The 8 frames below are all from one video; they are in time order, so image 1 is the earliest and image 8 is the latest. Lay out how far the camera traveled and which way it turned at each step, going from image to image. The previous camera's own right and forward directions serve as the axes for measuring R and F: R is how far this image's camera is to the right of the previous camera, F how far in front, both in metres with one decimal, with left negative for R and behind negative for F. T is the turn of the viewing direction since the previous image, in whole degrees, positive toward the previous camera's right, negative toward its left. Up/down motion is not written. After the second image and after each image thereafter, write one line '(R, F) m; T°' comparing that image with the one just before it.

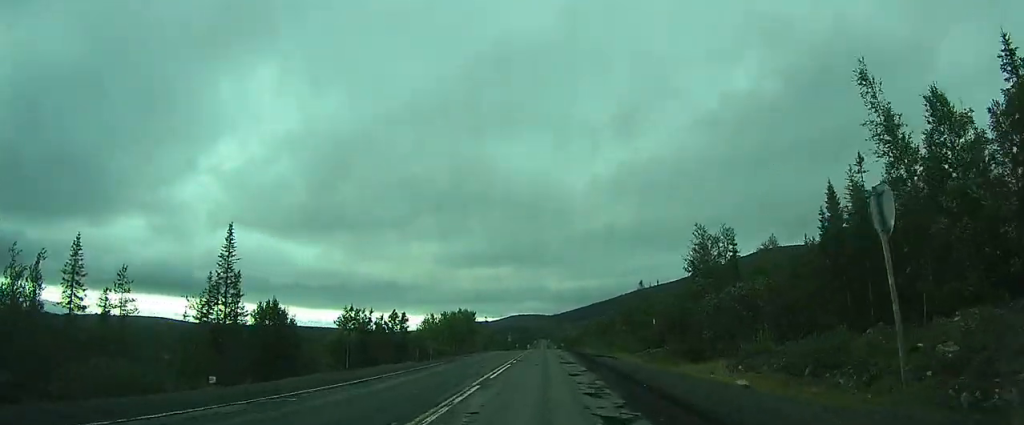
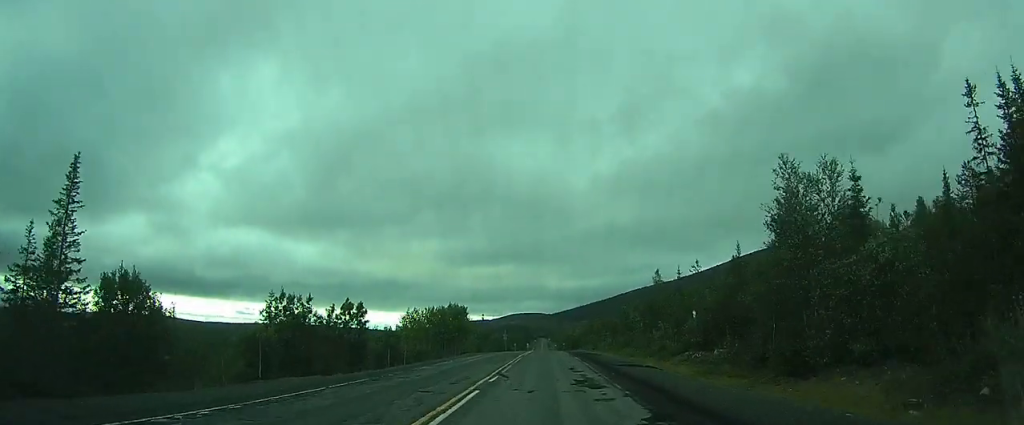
(0.0, +12.6) m; 0°
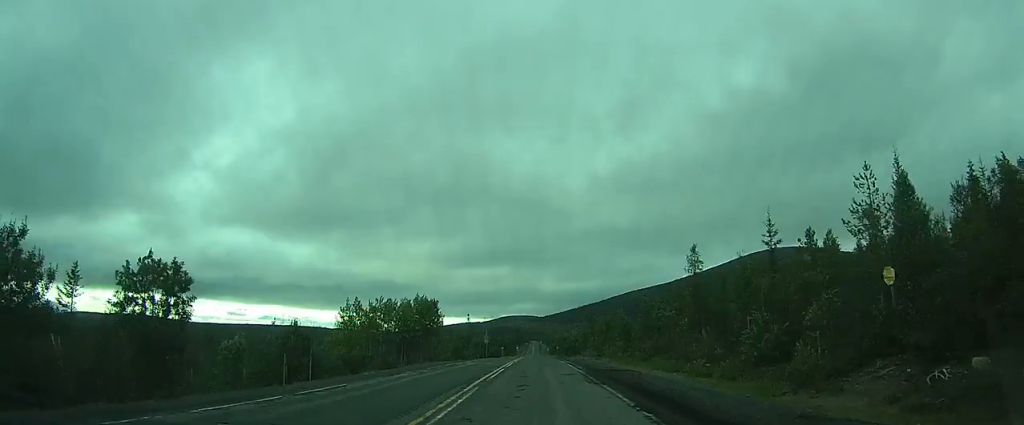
(-0.1, +21.2) m; 0°
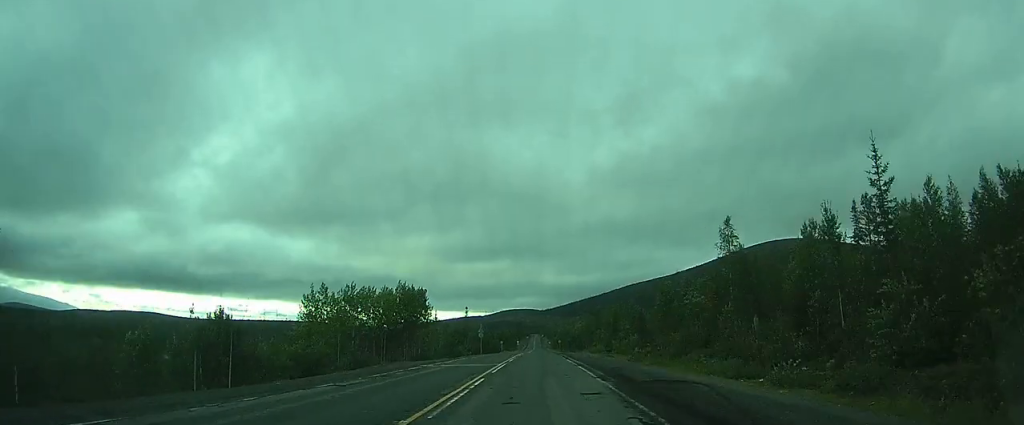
(0.0, +9.6) m; 0°
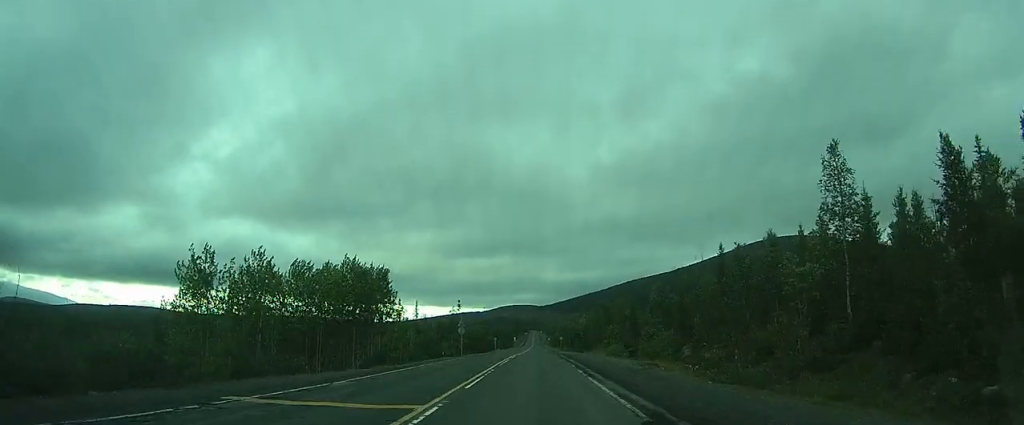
(+0.1, +17.6) m; 0°
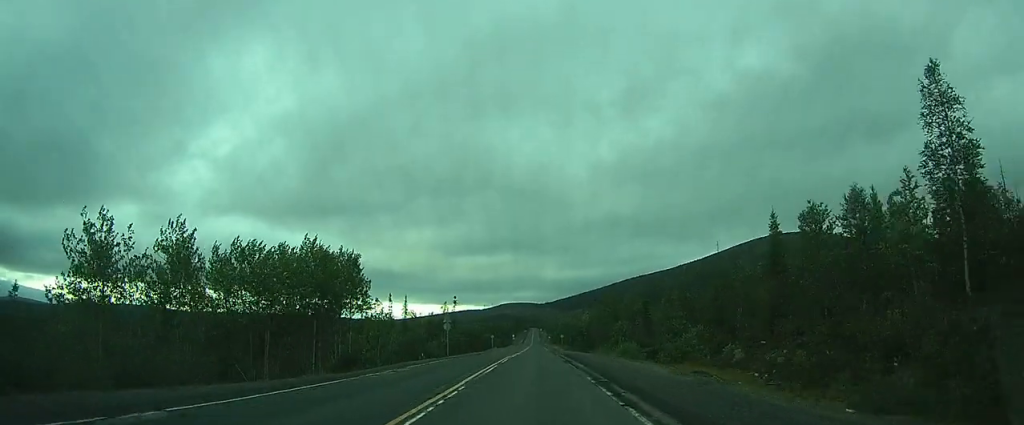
(0.0, +8.6) m; 0°
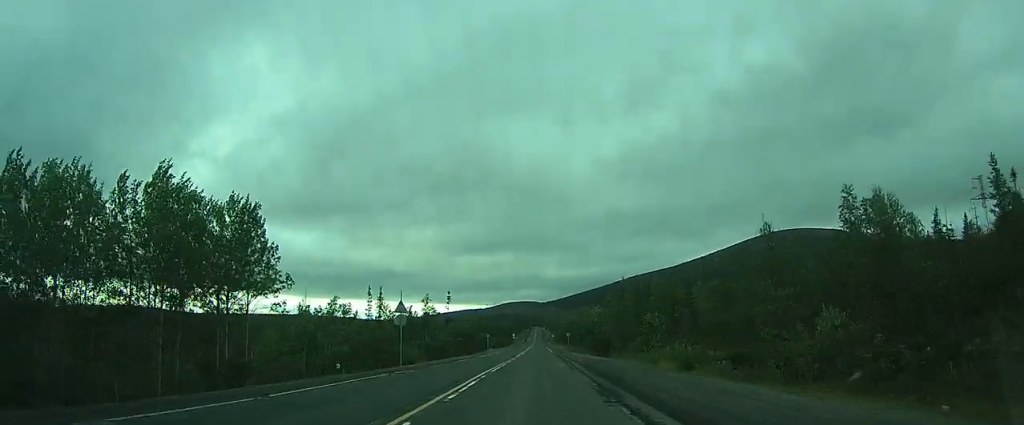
(0.0, +17.4) m; 0°
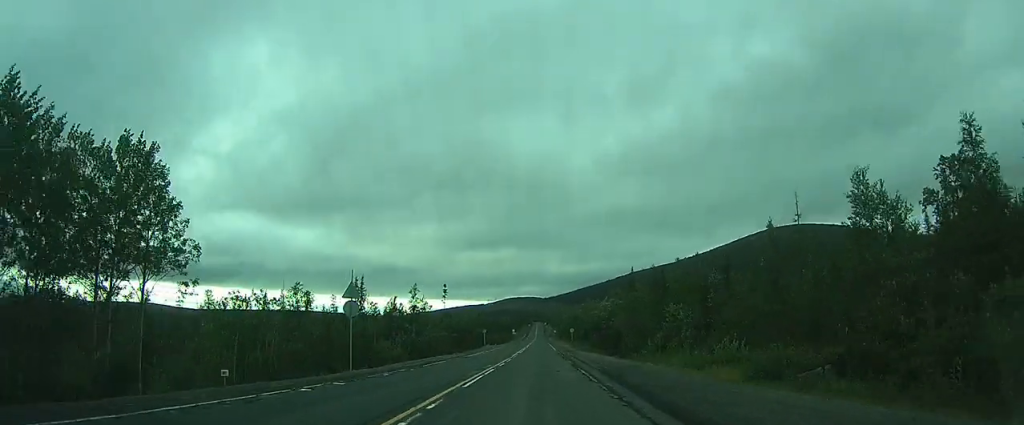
(0.0, +8.8) m; 0°
